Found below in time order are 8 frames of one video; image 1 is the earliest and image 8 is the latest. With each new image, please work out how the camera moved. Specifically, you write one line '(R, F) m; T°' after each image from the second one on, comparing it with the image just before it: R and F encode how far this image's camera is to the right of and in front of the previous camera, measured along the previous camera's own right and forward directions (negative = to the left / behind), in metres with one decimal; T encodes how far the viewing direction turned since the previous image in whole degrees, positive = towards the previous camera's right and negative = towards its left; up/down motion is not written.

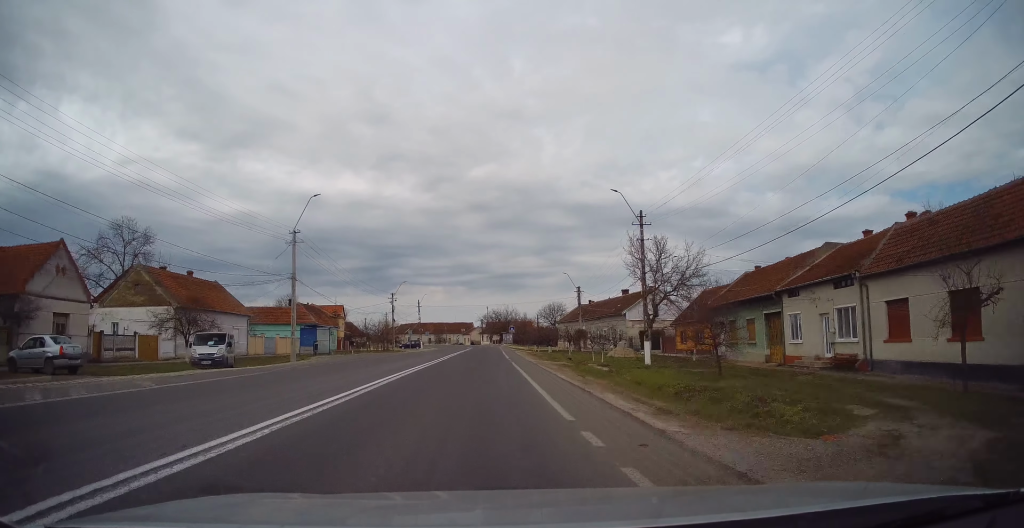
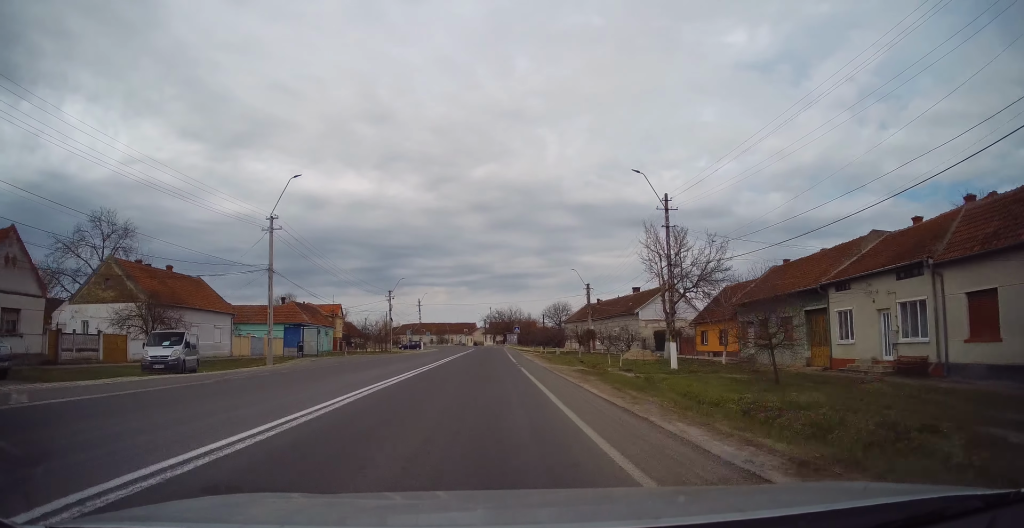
(0.0, +4.6) m; -1°
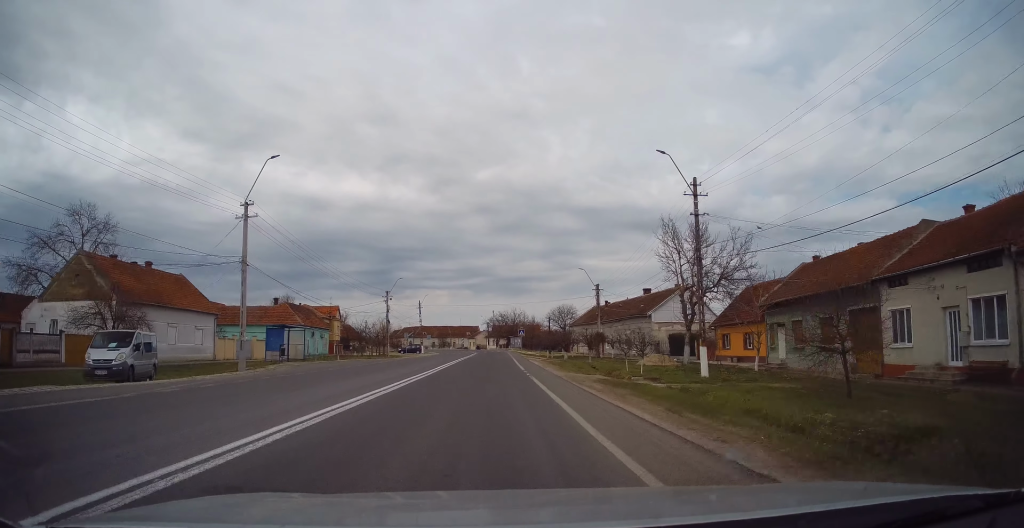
(-0.3, +4.0) m; 0°
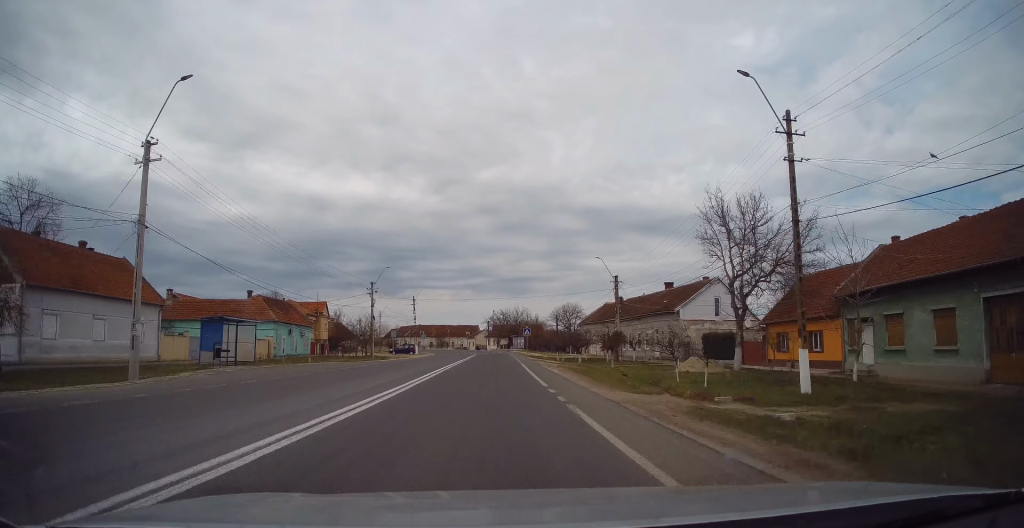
(0.0, +8.7) m; 0°
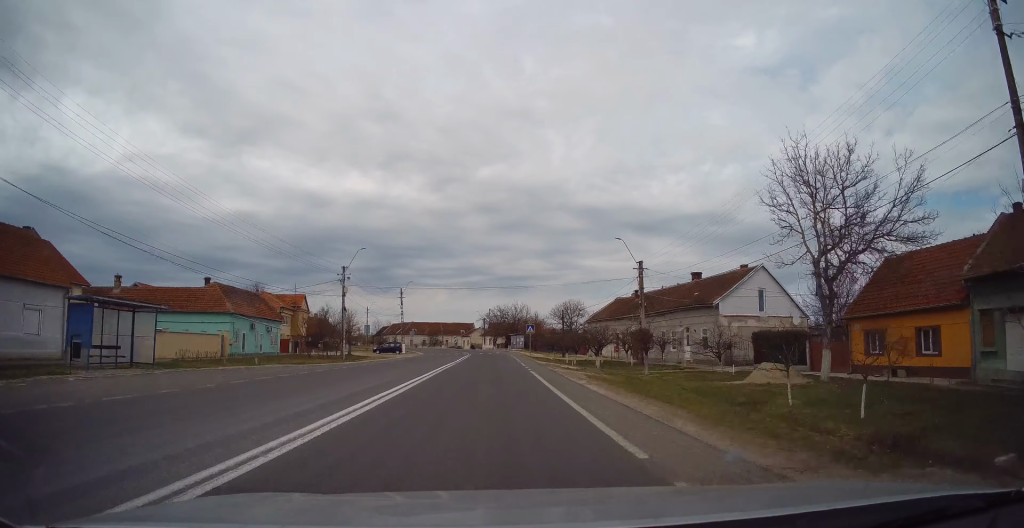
(+0.1, +9.5) m; 0°
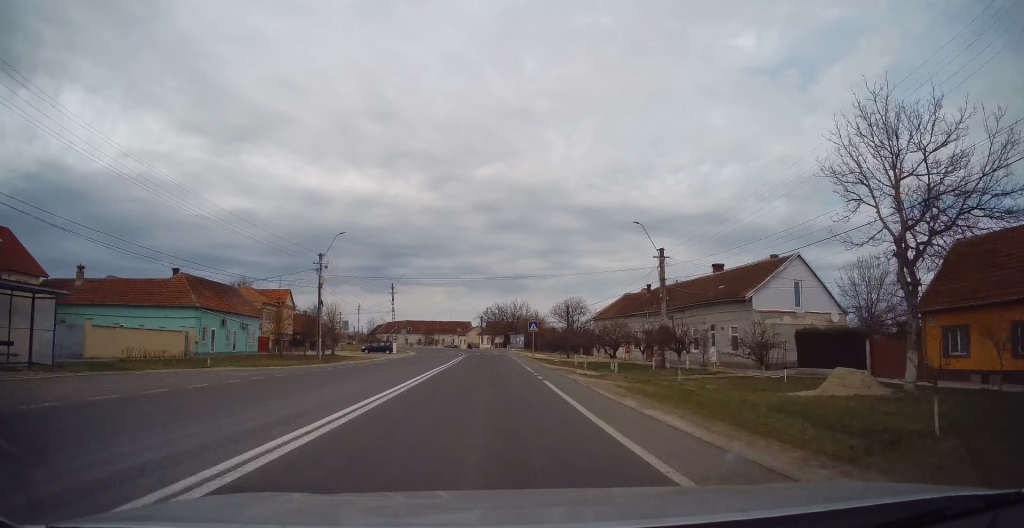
(-0.2, +5.6) m; 0°
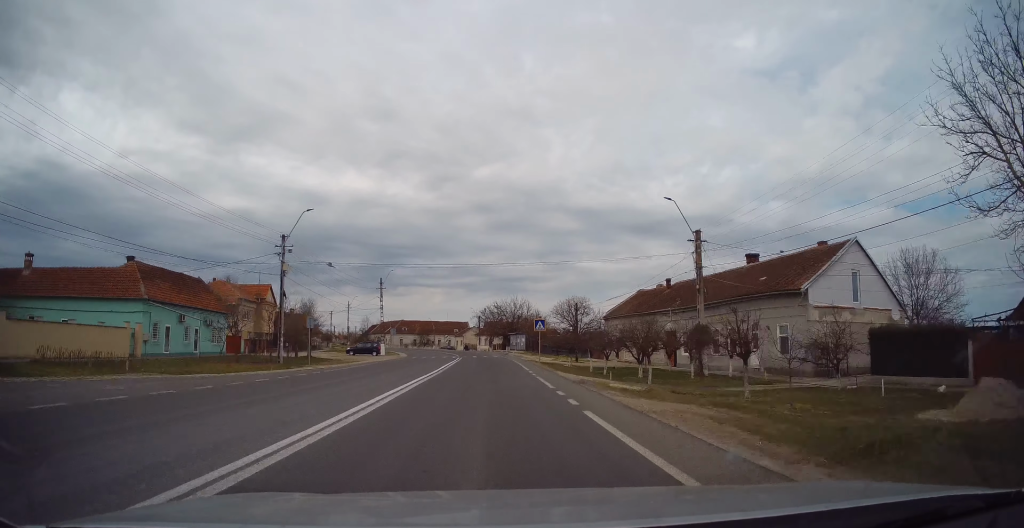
(+0.1, +6.9) m; +1°
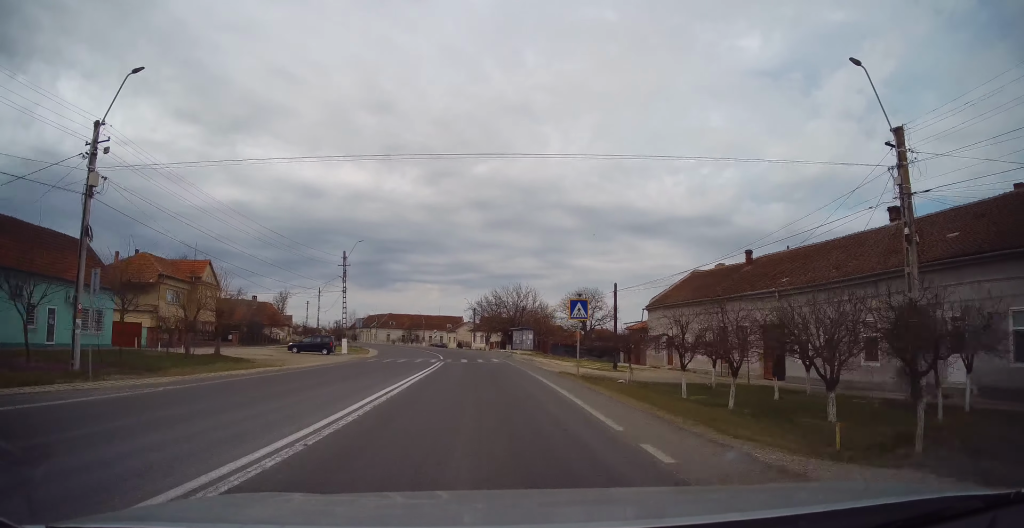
(+0.2, +17.5) m; 0°
